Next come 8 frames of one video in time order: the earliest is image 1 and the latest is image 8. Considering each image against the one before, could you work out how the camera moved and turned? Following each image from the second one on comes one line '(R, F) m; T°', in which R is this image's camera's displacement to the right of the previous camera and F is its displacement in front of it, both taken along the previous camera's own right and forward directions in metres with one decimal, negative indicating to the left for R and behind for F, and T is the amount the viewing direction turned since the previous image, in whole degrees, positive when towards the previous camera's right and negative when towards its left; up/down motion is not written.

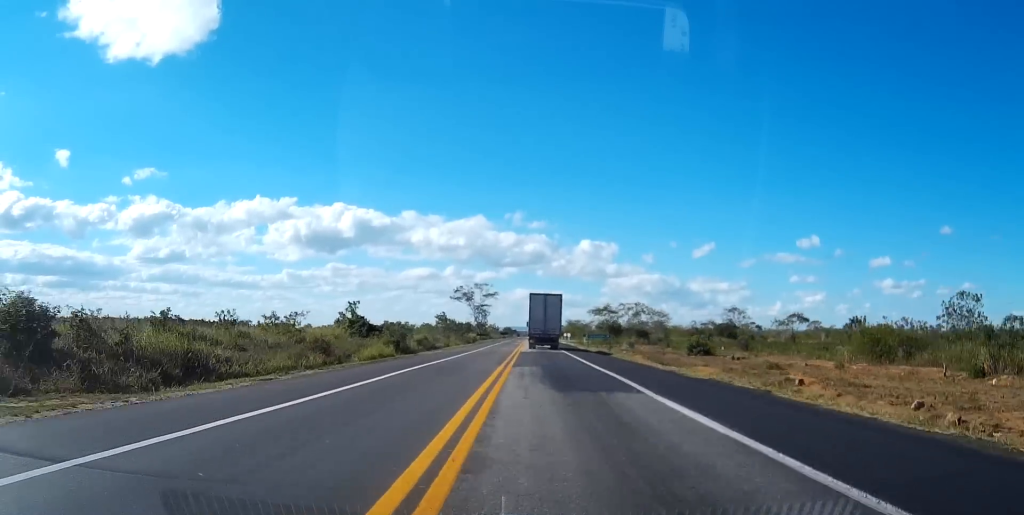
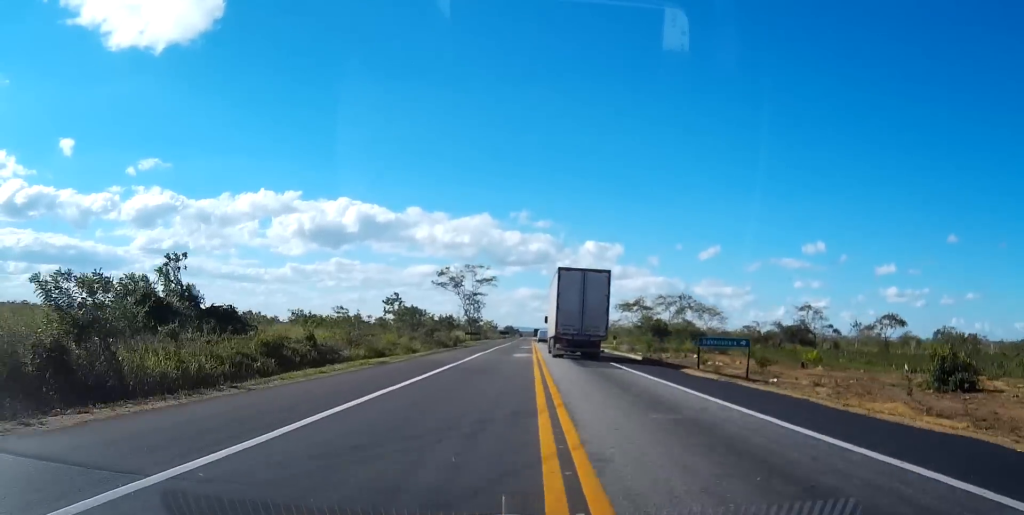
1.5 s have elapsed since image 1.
(-0.5, +55.0) m; -1°
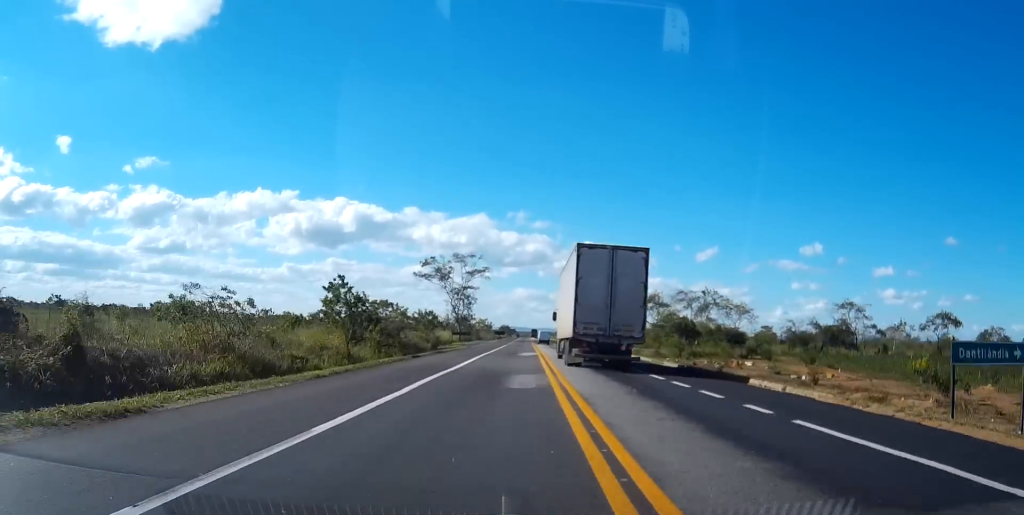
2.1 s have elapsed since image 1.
(+0.1, +23.5) m; 0°
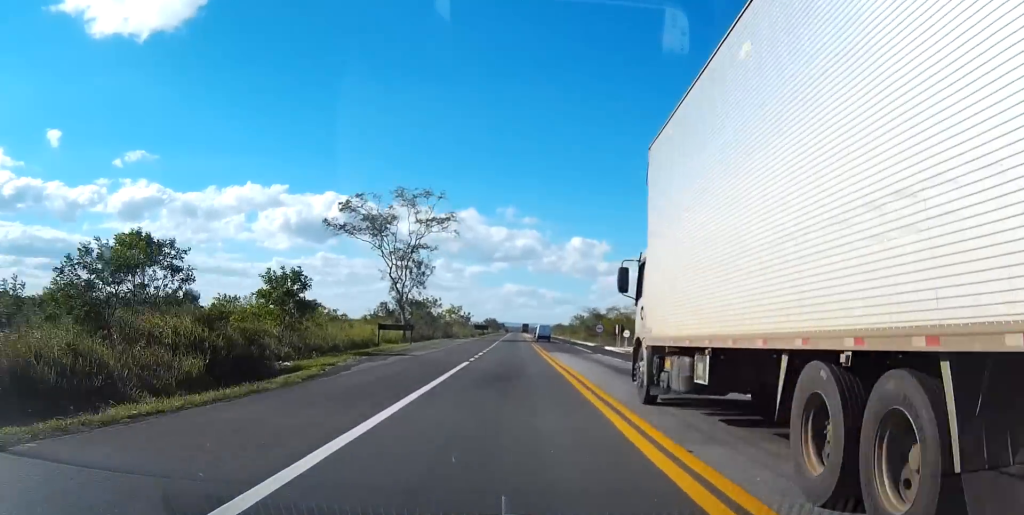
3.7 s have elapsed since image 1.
(+0.3, +59.3) m; 0°
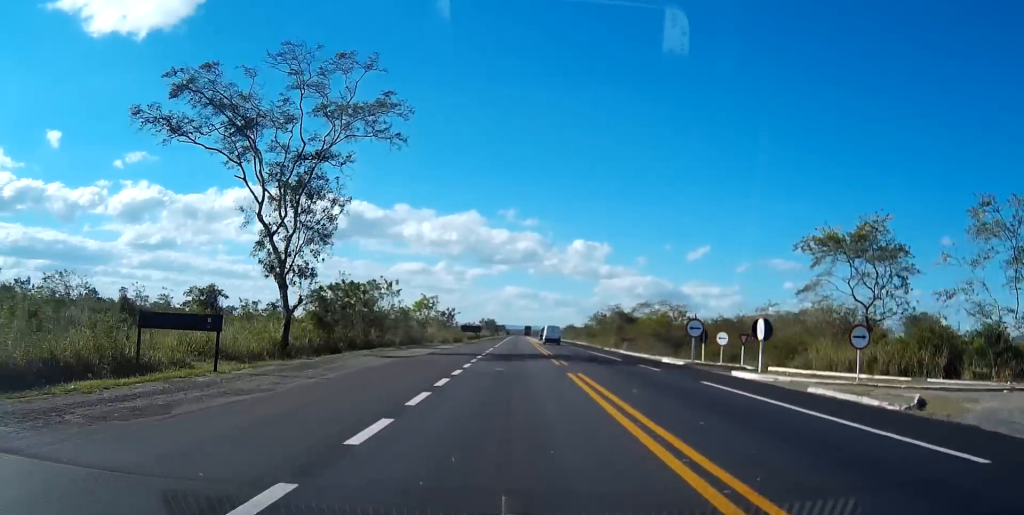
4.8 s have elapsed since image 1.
(0.0, +42.4) m; 0°
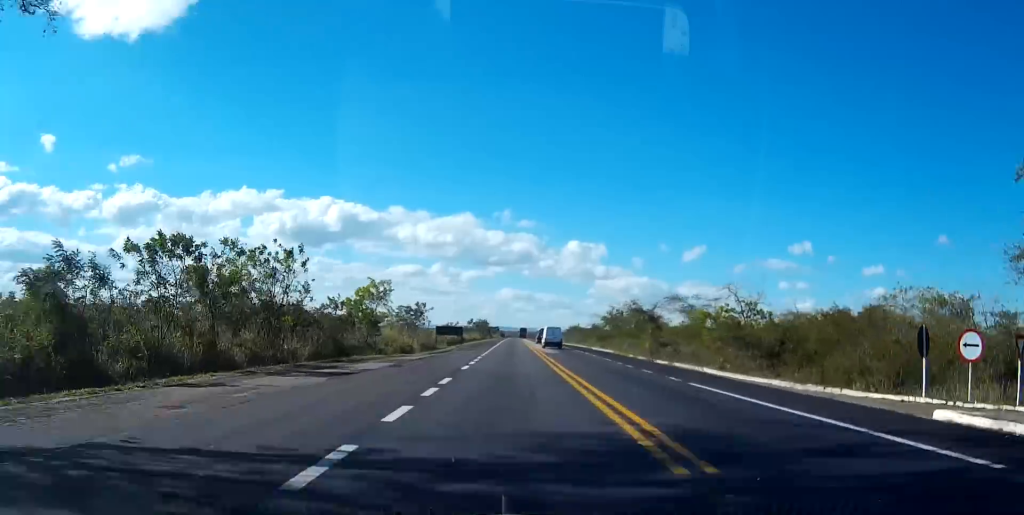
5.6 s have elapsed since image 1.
(+0.1, +29.8) m; 0°
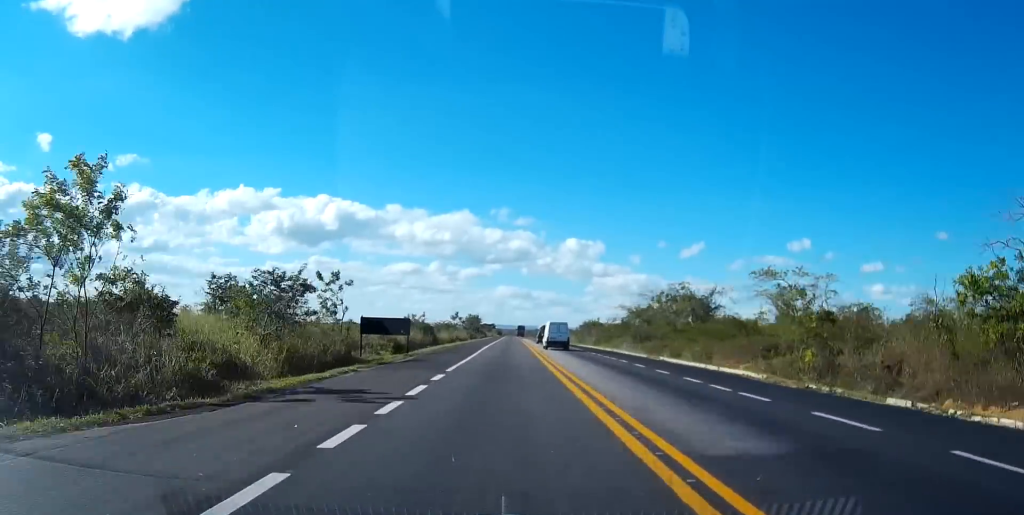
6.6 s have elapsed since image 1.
(-0.1, +40.6) m; 0°
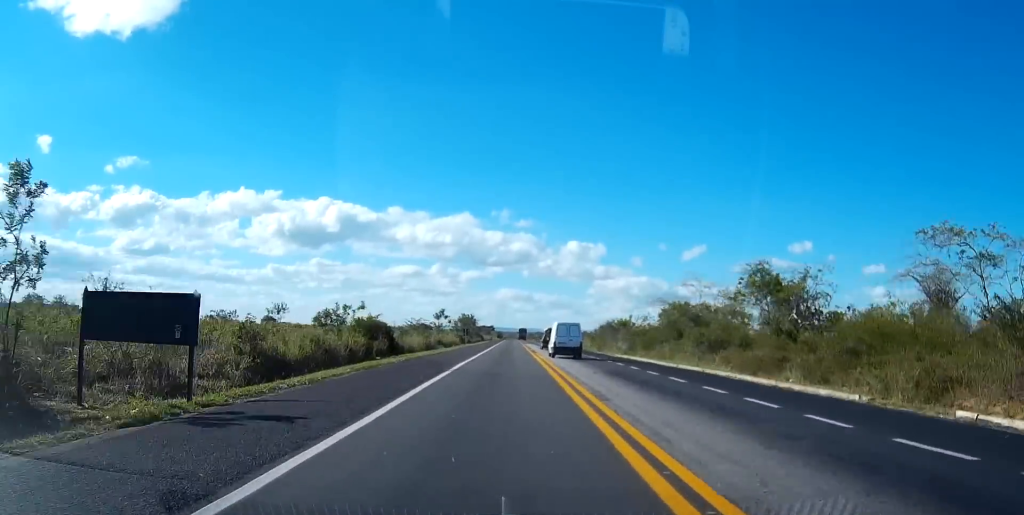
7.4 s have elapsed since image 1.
(0.0, +30.2) m; 0°
